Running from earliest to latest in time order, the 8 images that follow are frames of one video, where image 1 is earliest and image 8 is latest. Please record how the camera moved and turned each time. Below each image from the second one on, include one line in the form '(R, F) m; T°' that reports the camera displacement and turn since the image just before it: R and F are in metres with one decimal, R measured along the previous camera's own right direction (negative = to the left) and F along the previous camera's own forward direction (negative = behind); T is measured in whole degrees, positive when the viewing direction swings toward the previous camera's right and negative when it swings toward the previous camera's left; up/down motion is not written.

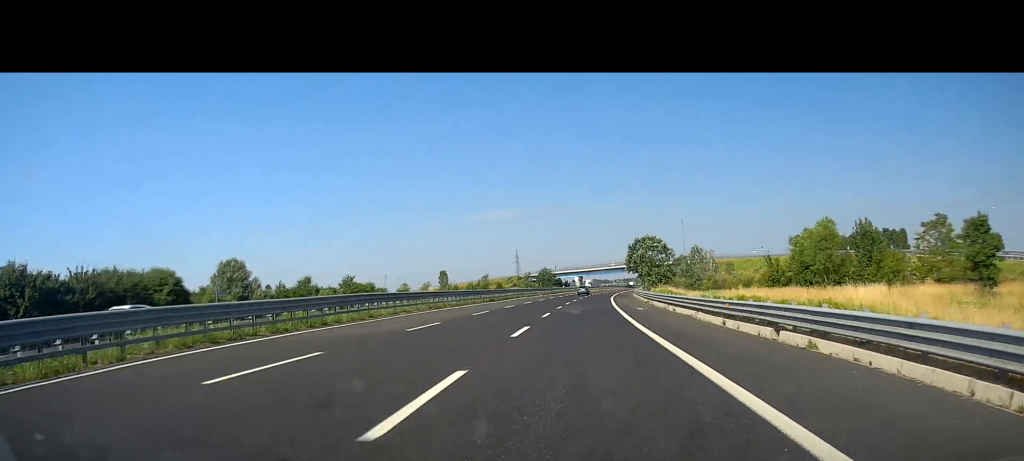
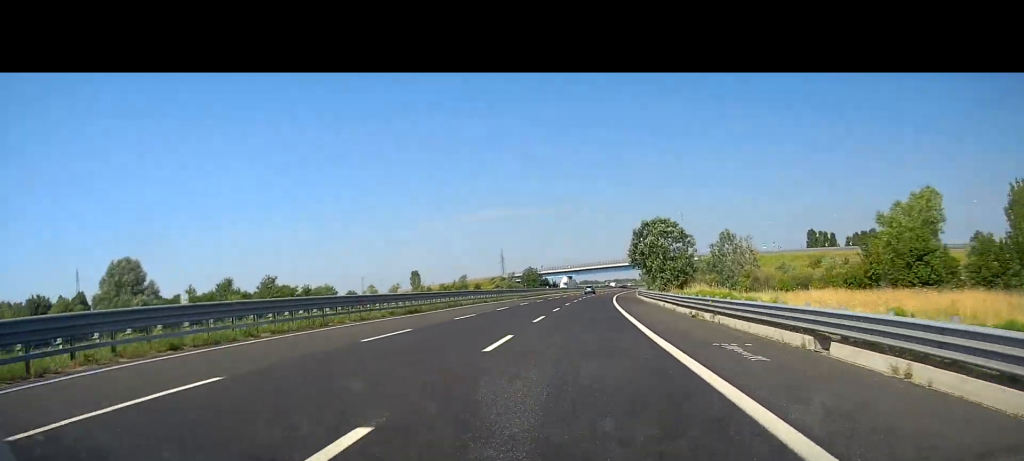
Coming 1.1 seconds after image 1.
(+0.8, +28.4) m; +2°
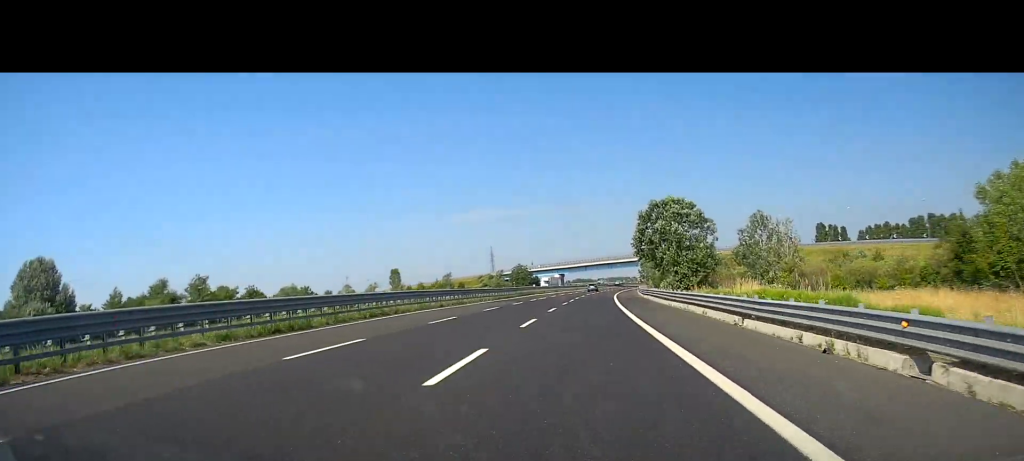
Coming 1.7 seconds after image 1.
(+0.1, +16.9) m; 0°
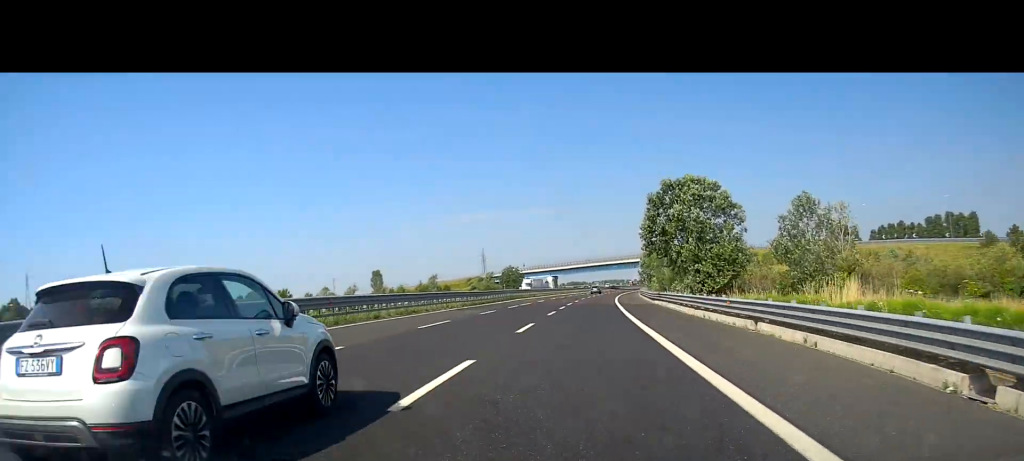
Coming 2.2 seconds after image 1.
(0.0, +13.3) m; 0°
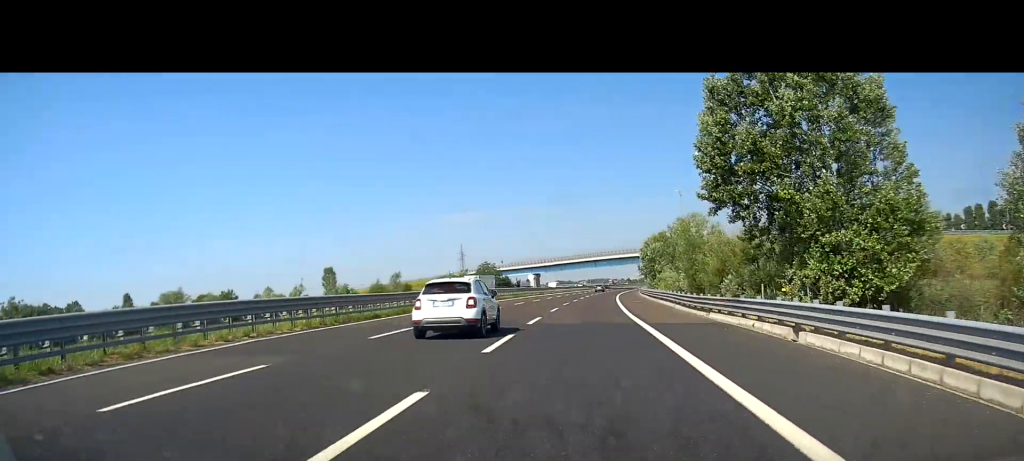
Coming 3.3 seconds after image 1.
(+0.2, +28.2) m; +2°
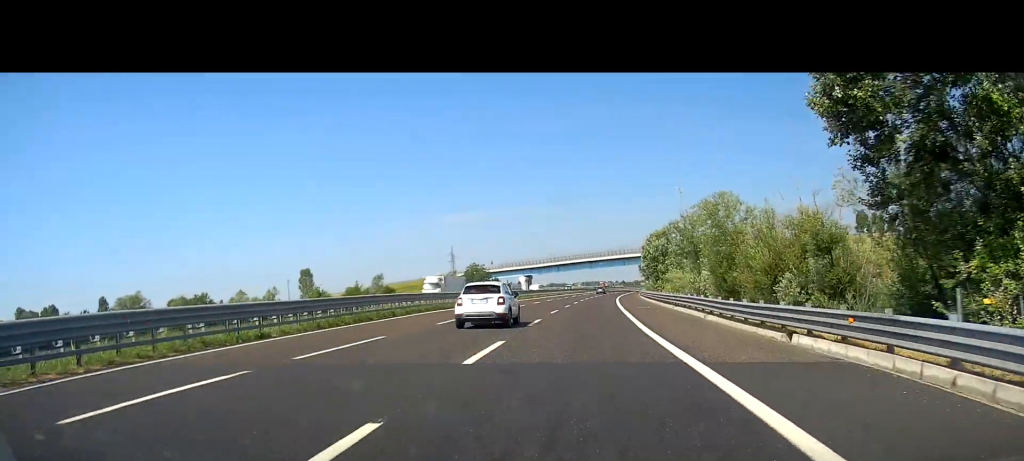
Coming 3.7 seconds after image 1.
(+0.3, +11.4) m; +1°
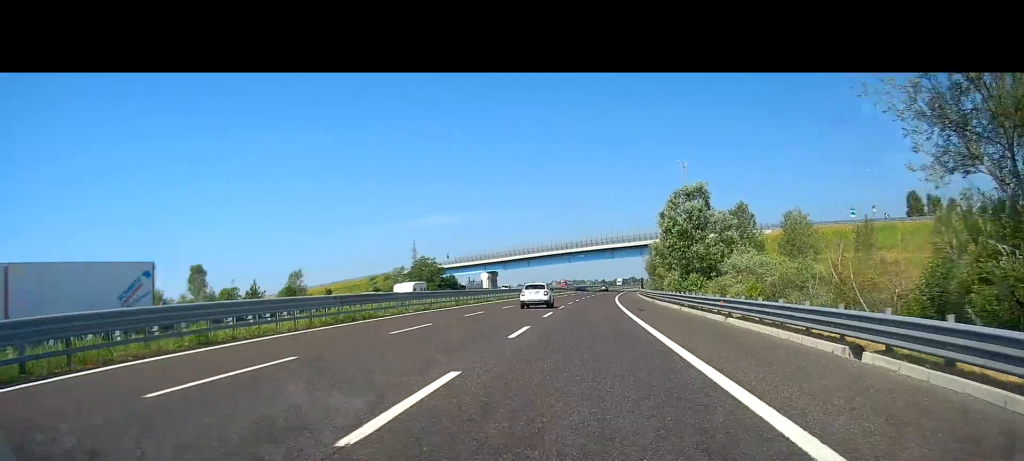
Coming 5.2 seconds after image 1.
(+1.3, +40.2) m; +3°
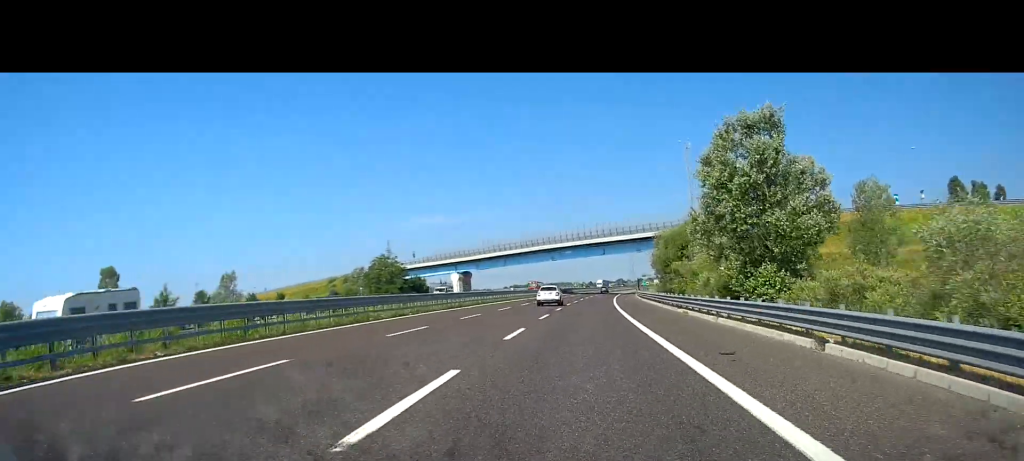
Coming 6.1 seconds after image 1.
(+0.4, +22.6) m; +1°
